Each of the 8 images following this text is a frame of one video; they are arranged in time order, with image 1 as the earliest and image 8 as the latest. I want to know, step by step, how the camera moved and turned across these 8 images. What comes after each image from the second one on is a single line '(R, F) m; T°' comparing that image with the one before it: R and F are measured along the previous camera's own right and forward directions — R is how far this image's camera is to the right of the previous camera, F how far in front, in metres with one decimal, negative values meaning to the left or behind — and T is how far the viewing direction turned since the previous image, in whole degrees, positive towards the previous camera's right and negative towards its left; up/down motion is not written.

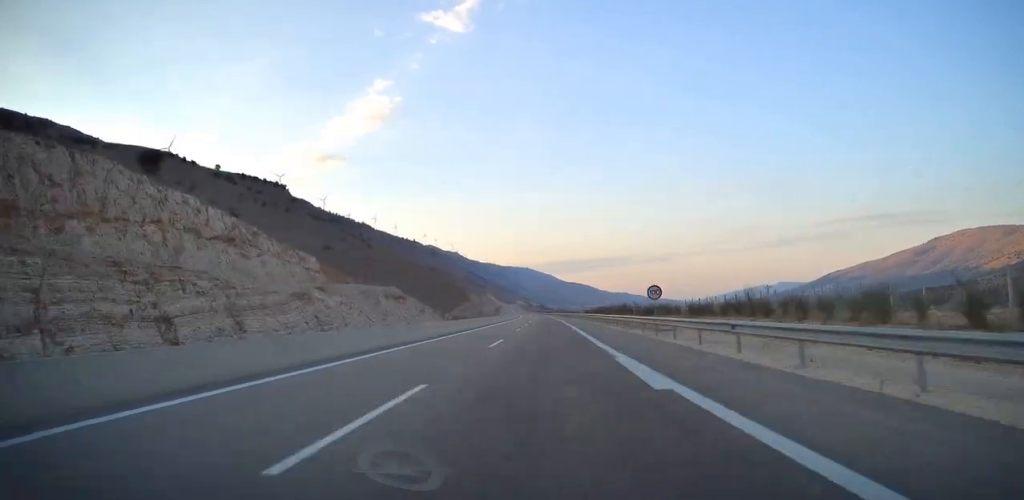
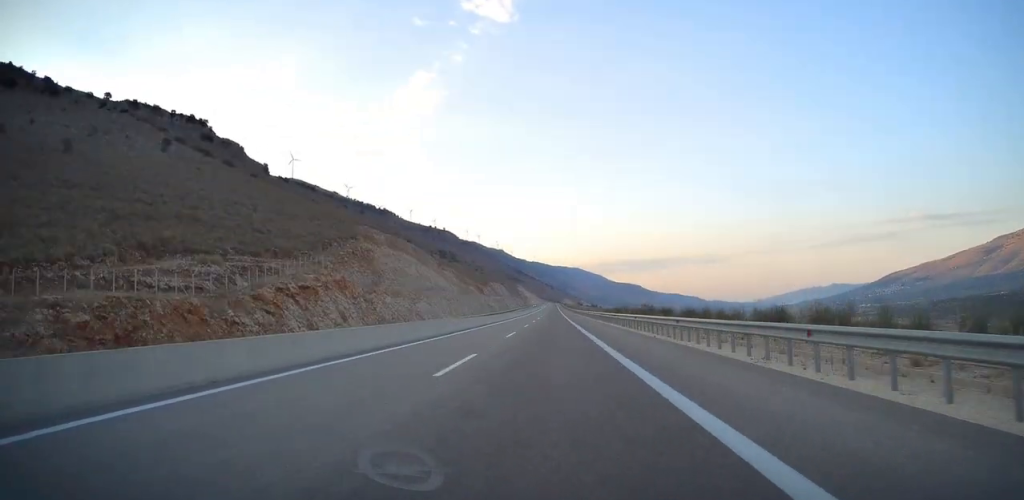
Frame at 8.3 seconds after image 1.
(-10.6, +316.6) m; -3°
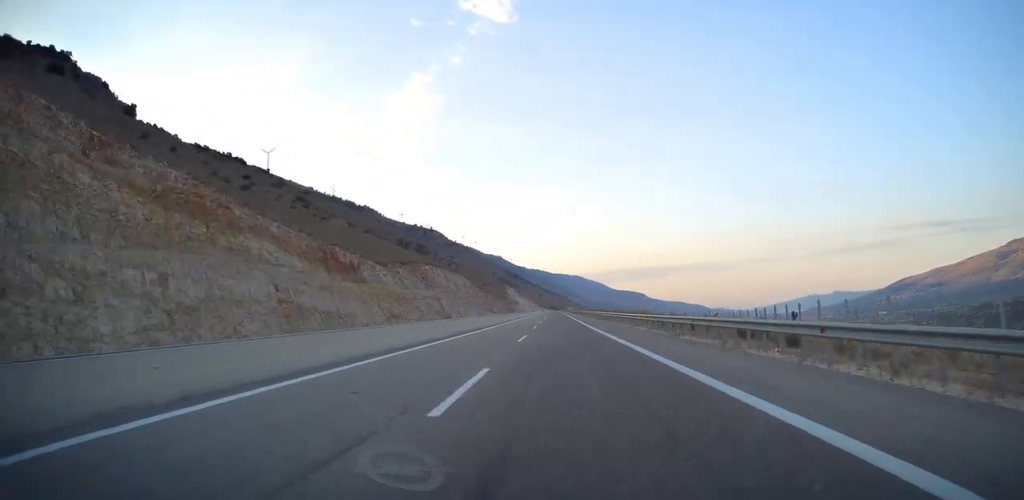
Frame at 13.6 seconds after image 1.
(-2.4, +205.3) m; -1°
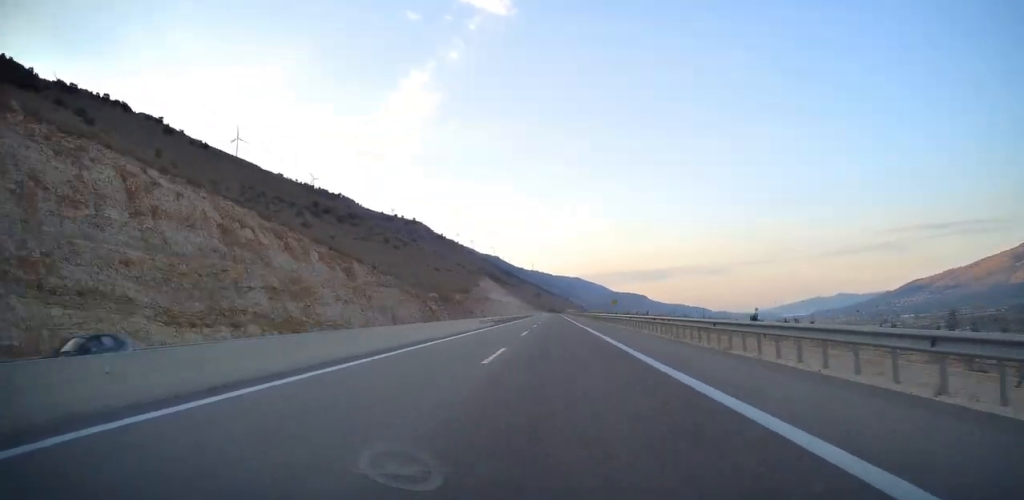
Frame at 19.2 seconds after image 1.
(-0.4, +218.0) m; 0°
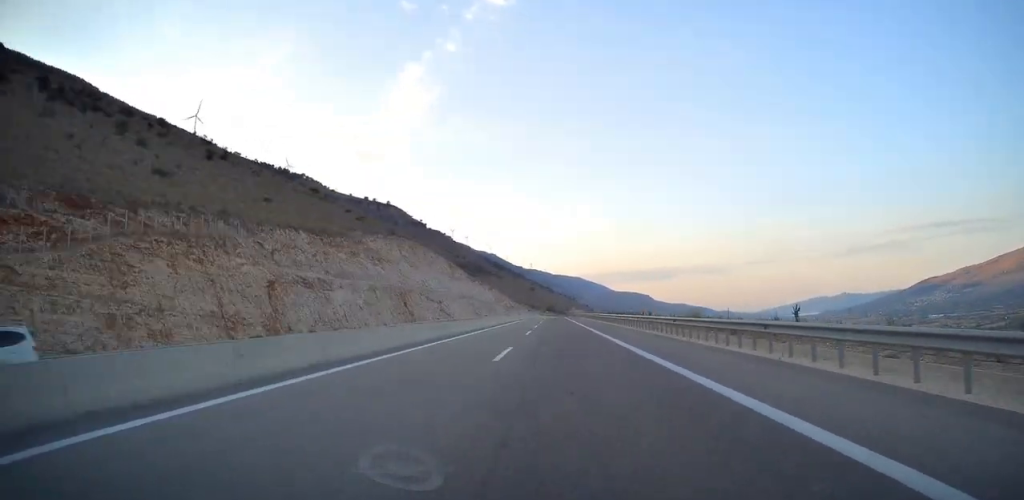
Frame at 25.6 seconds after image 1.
(+1.8, +280.3) m; +3°
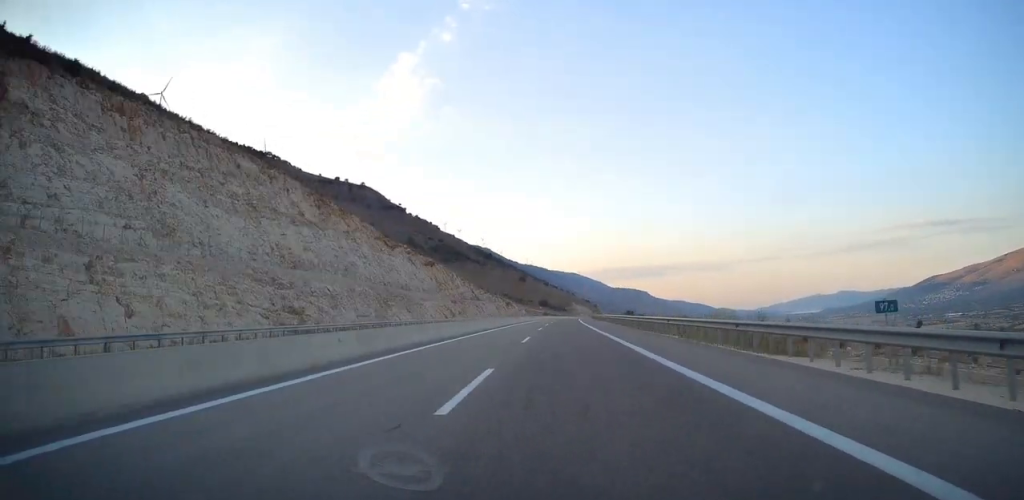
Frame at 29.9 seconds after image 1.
(+3.7, +212.5) m; +2°
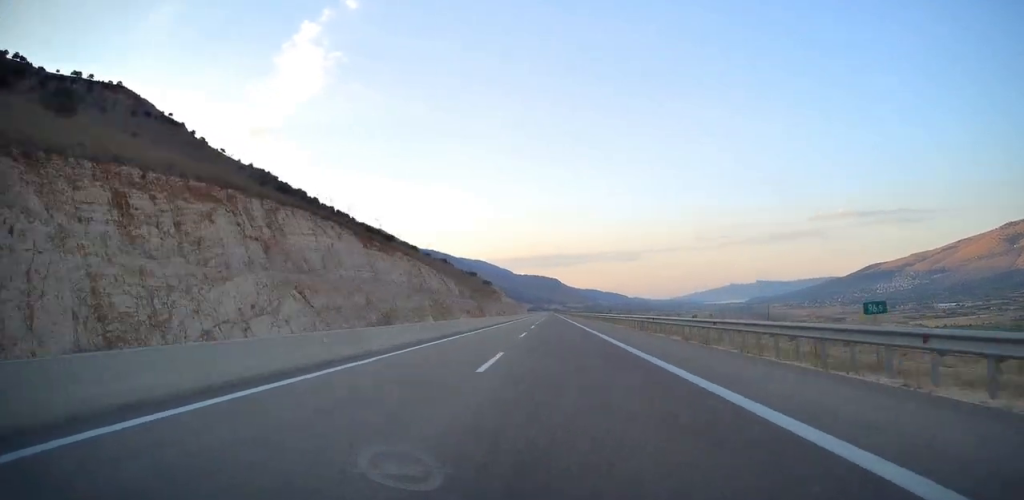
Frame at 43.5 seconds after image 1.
(+31.7, +679.0) m; +4°
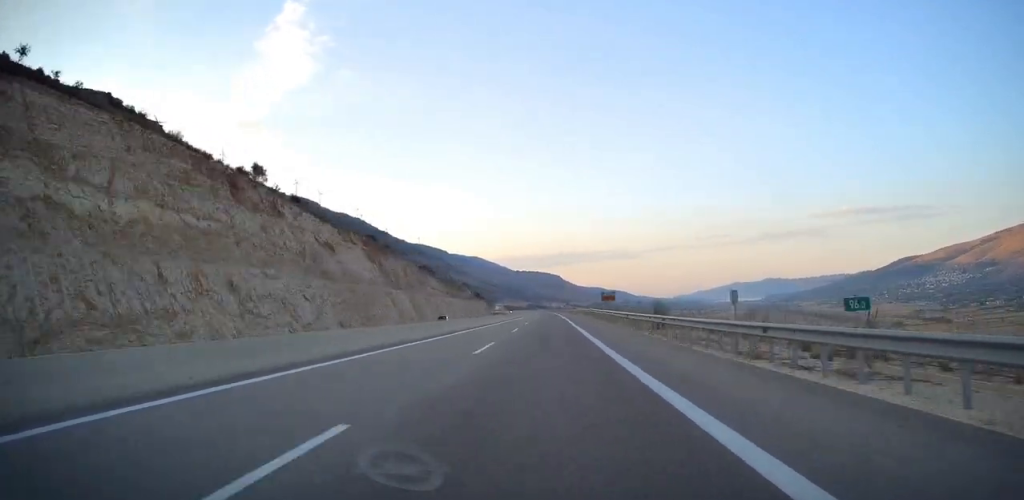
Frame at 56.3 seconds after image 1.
(-6.7, +345.8) m; -3°
